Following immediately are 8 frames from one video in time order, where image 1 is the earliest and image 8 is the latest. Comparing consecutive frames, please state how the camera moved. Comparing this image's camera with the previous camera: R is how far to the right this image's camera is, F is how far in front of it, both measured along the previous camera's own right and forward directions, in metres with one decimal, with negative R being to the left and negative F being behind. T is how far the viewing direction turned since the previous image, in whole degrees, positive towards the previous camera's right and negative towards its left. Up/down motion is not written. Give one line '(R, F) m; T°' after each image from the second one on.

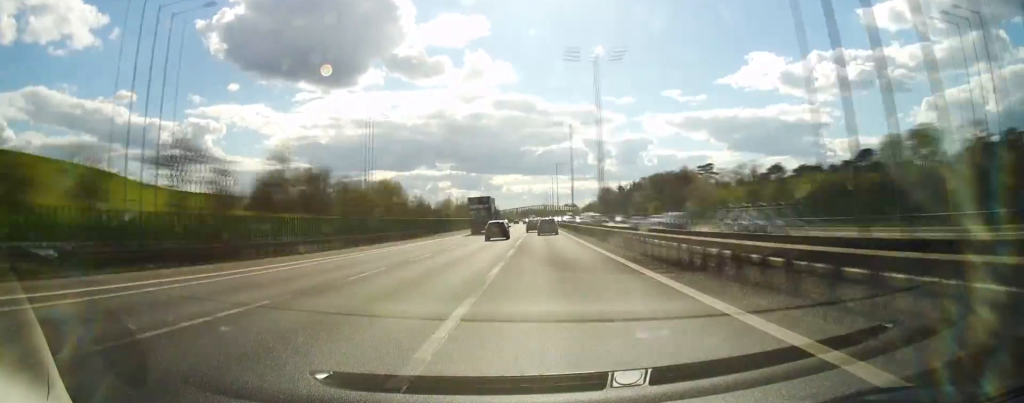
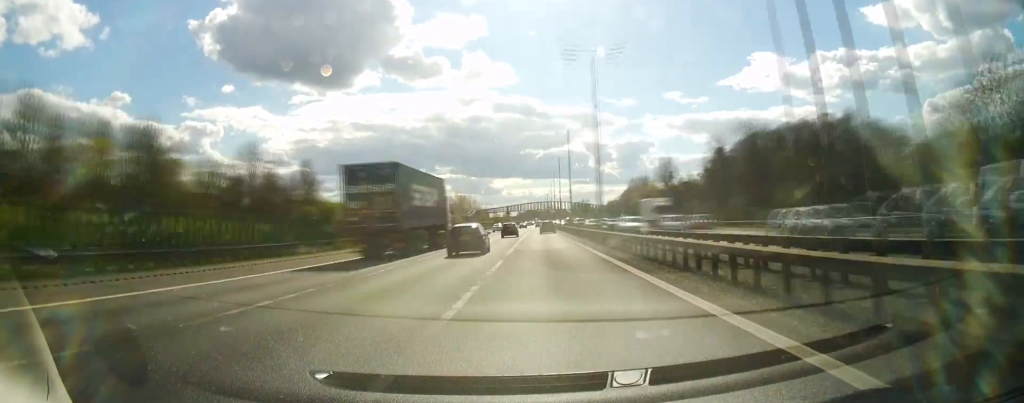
(-3.3, +140.1) m; 0°
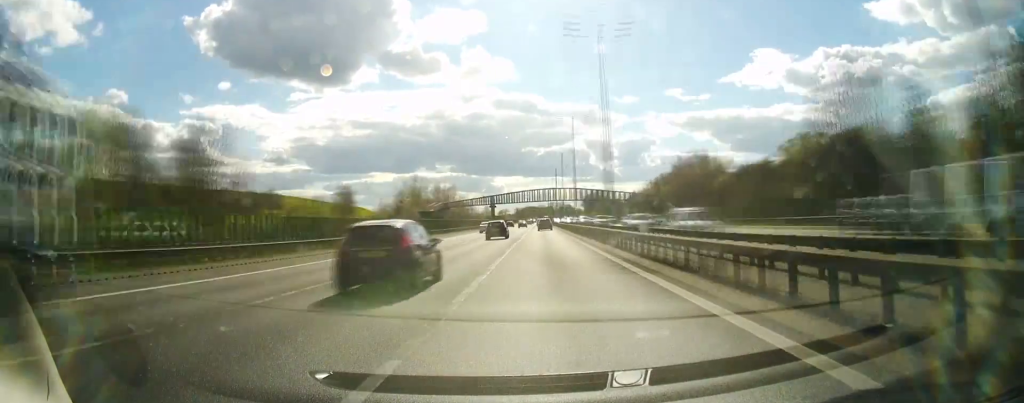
(+1.7, +97.2) m; +1°
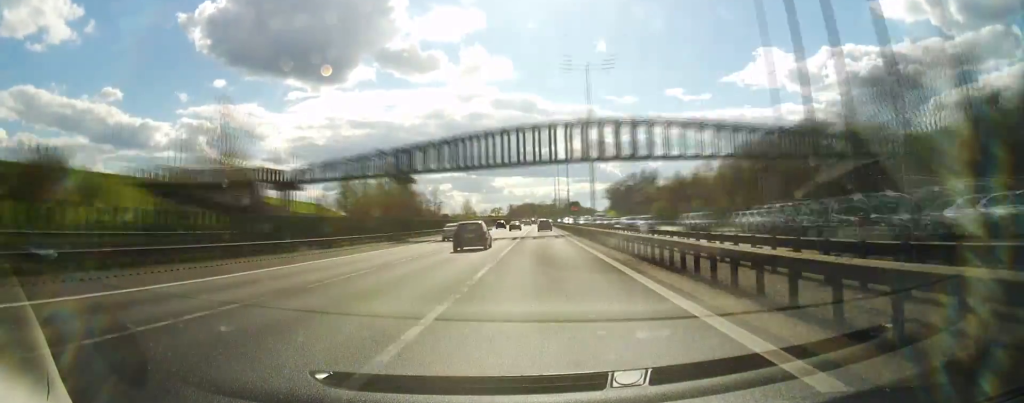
(+0.4, +127.2) m; 0°
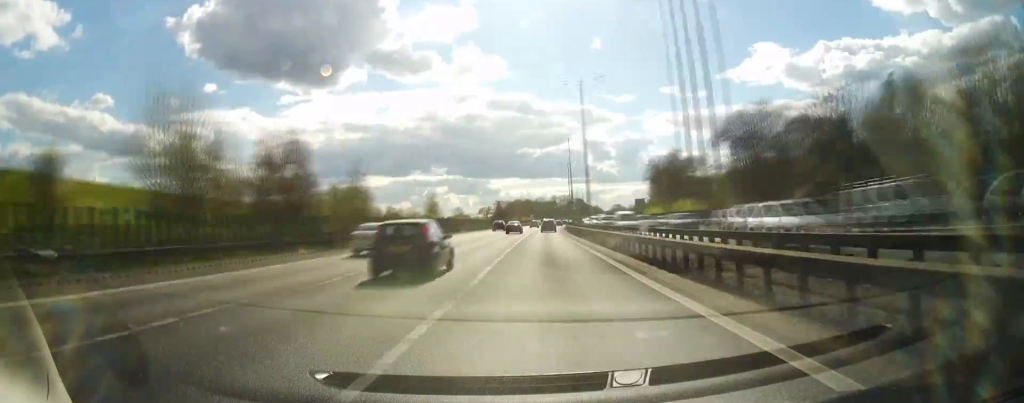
(-0.5, +96.3) m; 0°
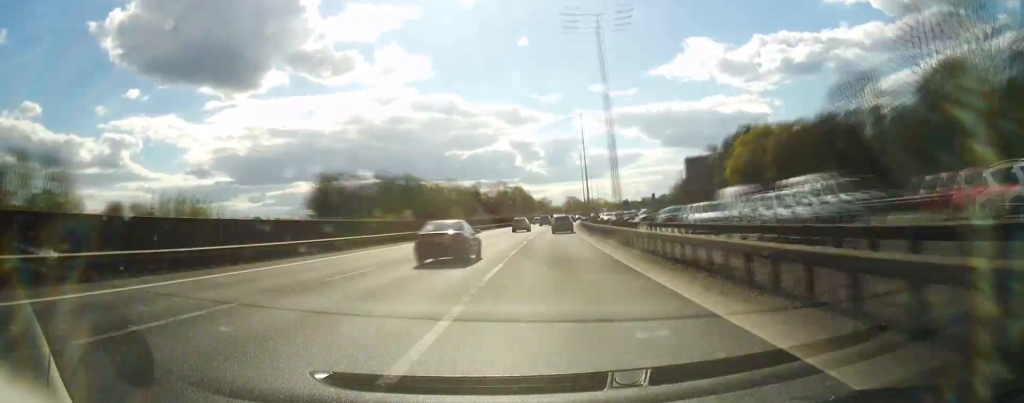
(+4.6, +184.4) m; +5°
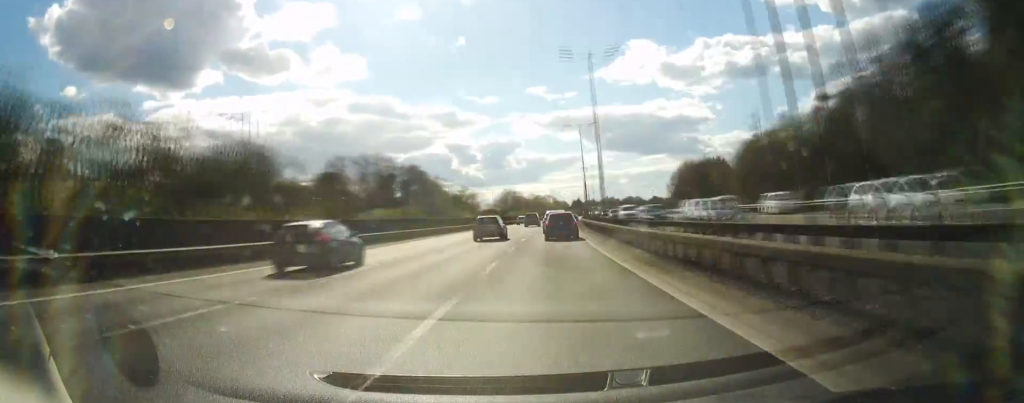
(+7.2, +132.6) m; +6°
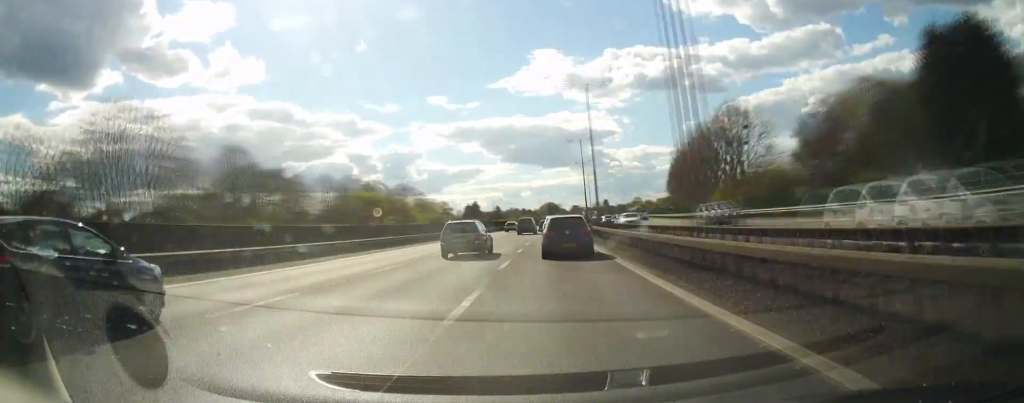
(+18.7, +212.4) m; +10°
